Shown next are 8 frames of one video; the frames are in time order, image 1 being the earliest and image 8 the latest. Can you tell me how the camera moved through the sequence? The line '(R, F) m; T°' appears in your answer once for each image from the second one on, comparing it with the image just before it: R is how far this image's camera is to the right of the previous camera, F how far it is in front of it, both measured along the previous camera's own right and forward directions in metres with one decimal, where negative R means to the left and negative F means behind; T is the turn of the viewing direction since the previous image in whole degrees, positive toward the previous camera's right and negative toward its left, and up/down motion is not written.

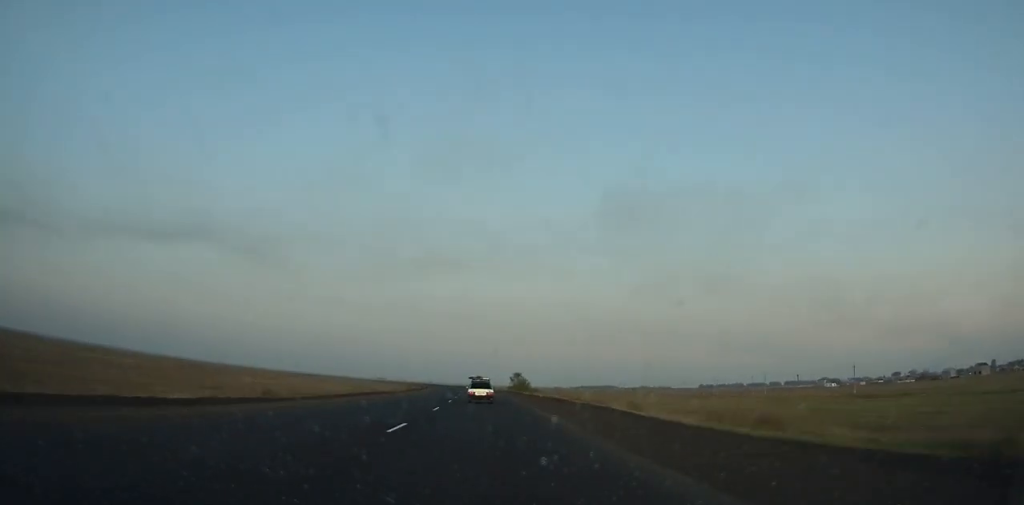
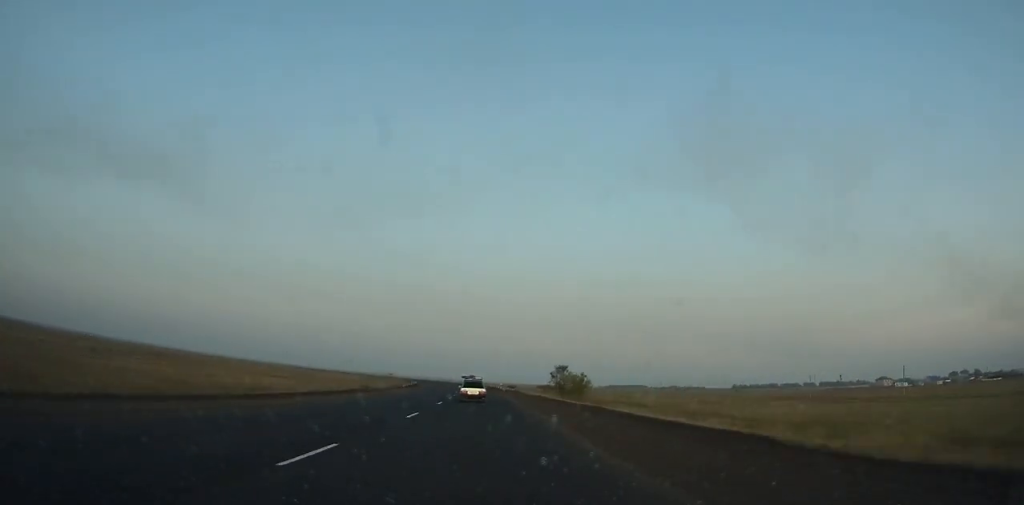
(-0.7, +66.2) m; -2°
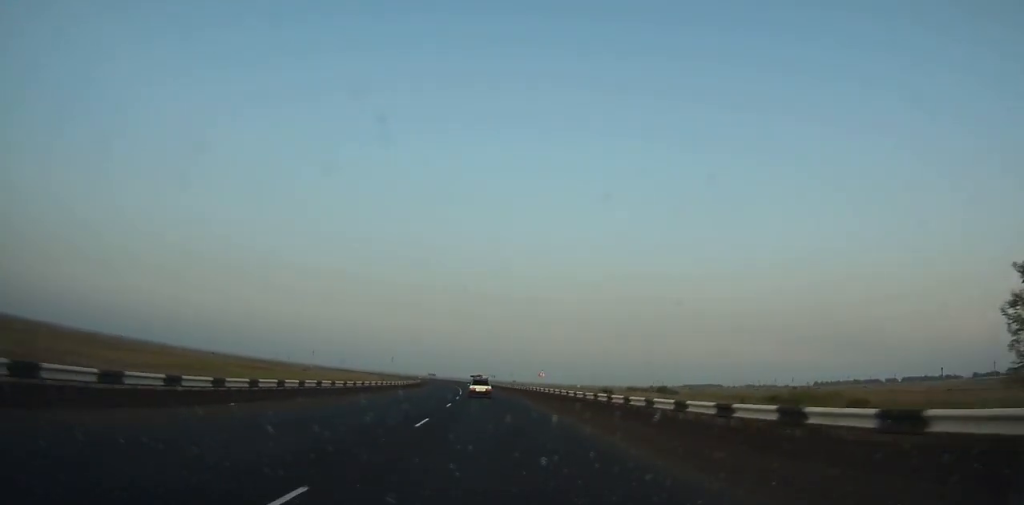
(-5.6, +112.6) m; -6°
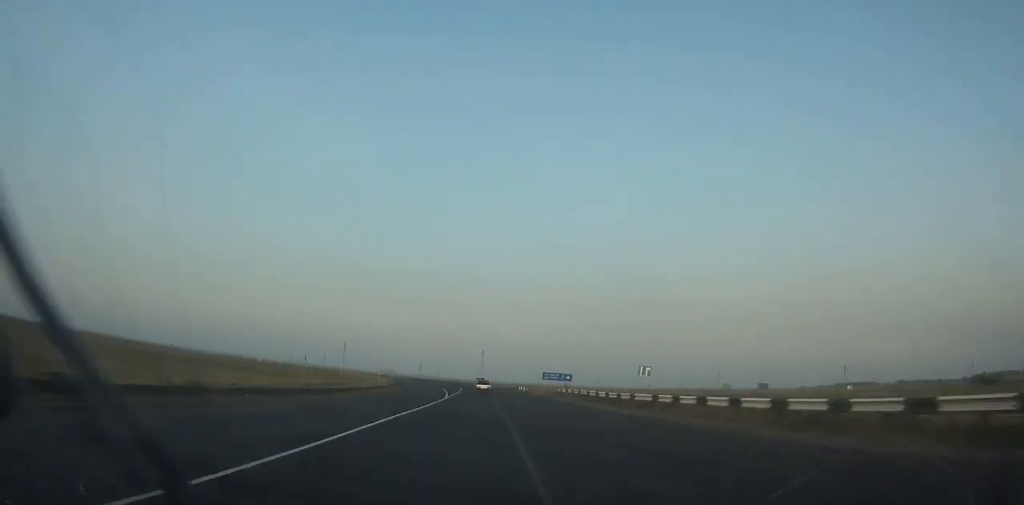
(-23.9, +224.6) m; -12°
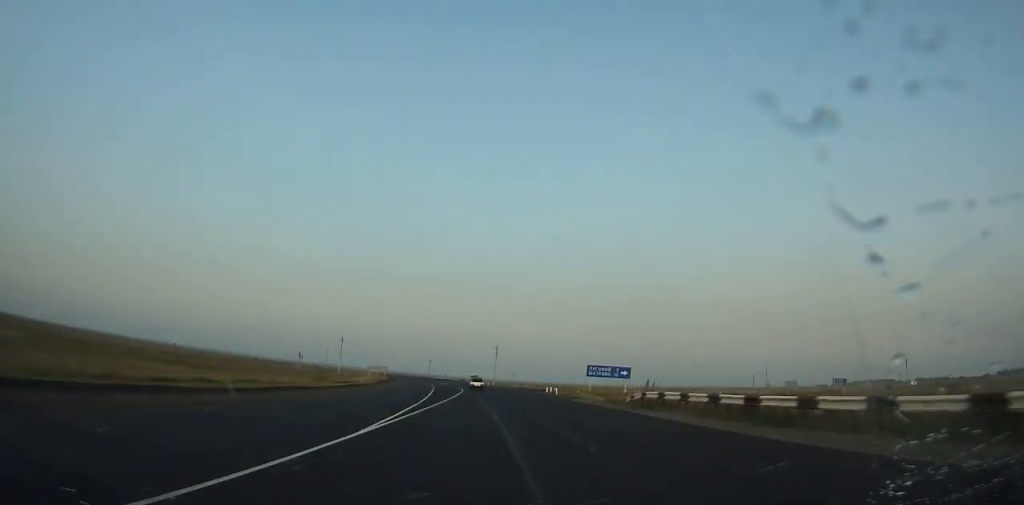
(-0.7, +29.5) m; -2°
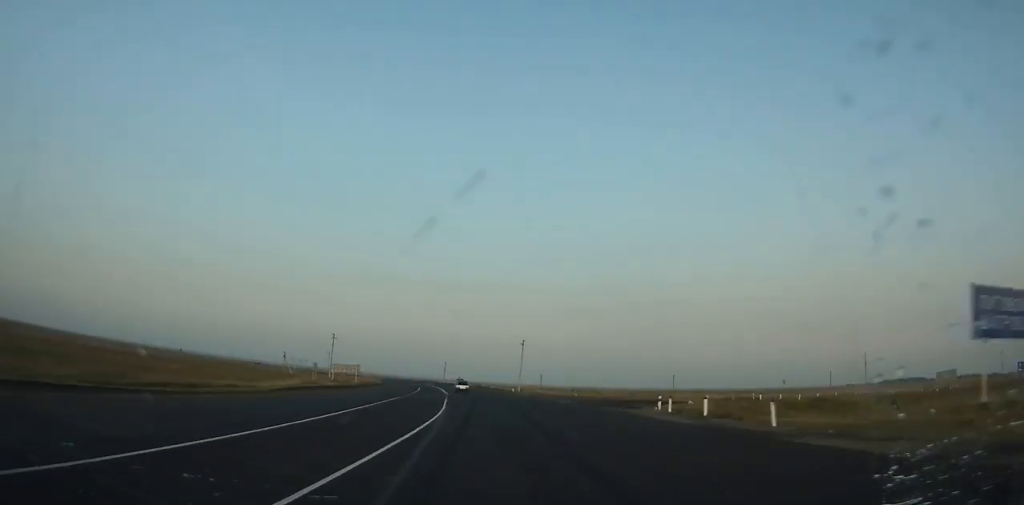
(-0.1, +46.8) m; -2°
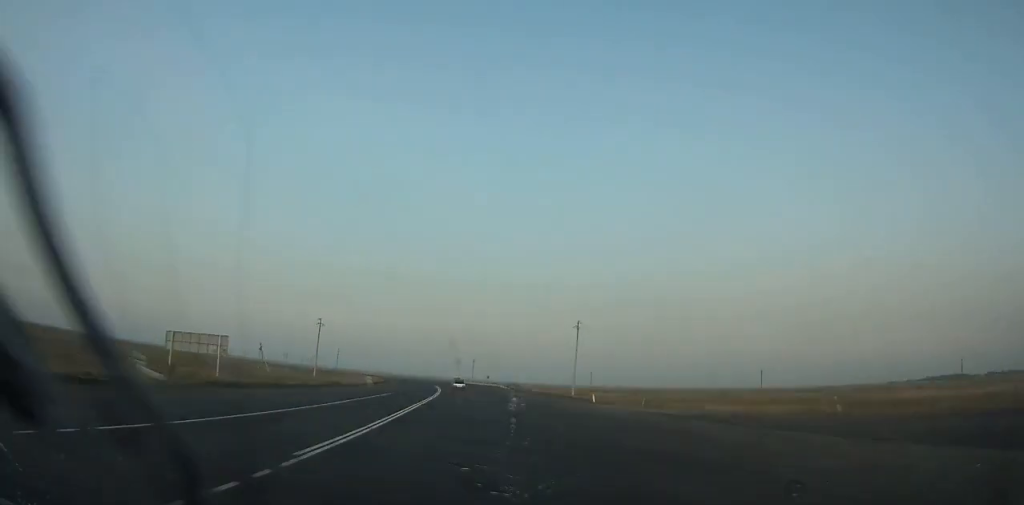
(-2.1, +52.2) m; -4°
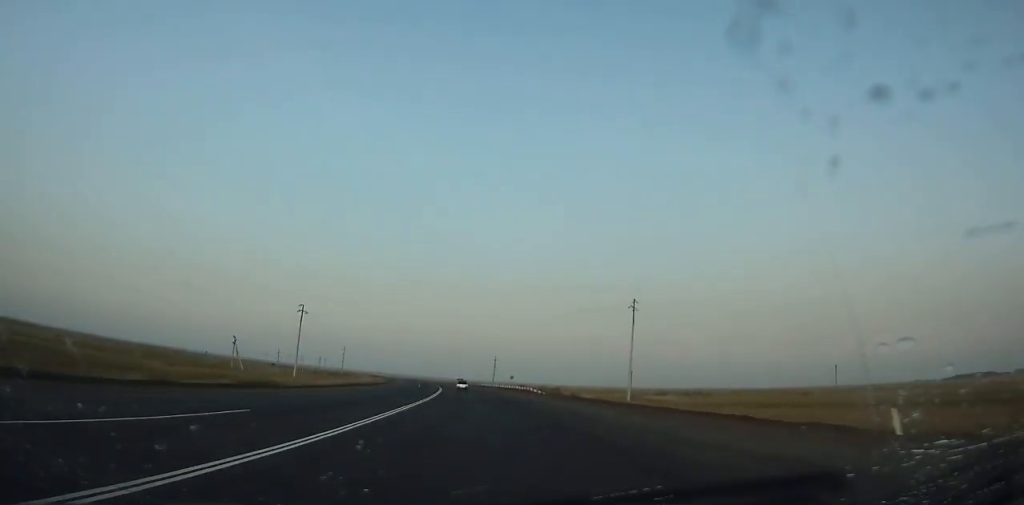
(-0.3, +32.4) m; -2°
